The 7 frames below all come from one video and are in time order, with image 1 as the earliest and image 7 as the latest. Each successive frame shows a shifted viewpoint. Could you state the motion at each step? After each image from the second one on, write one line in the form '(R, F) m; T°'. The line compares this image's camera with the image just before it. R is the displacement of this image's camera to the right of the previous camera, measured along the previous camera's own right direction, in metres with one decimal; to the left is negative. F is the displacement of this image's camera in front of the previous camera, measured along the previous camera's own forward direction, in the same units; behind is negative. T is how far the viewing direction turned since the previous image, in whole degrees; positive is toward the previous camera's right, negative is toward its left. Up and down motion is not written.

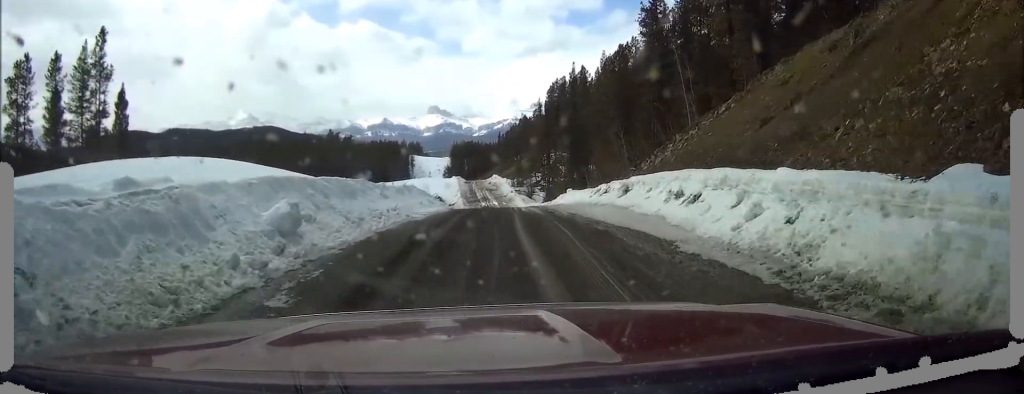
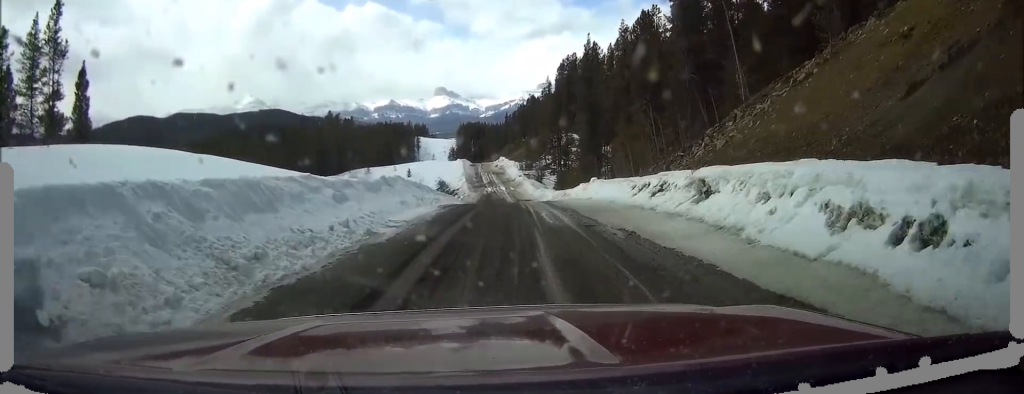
(0.0, +7.3) m; 0°
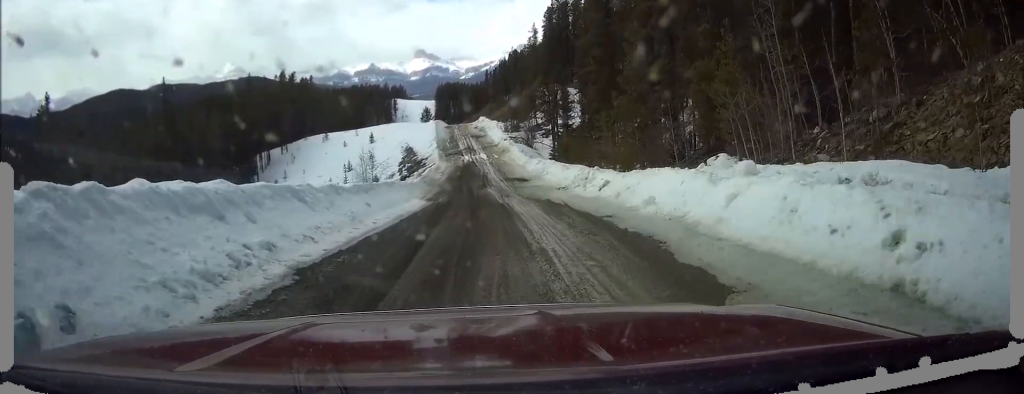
(+0.3, +21.9) m; +2°
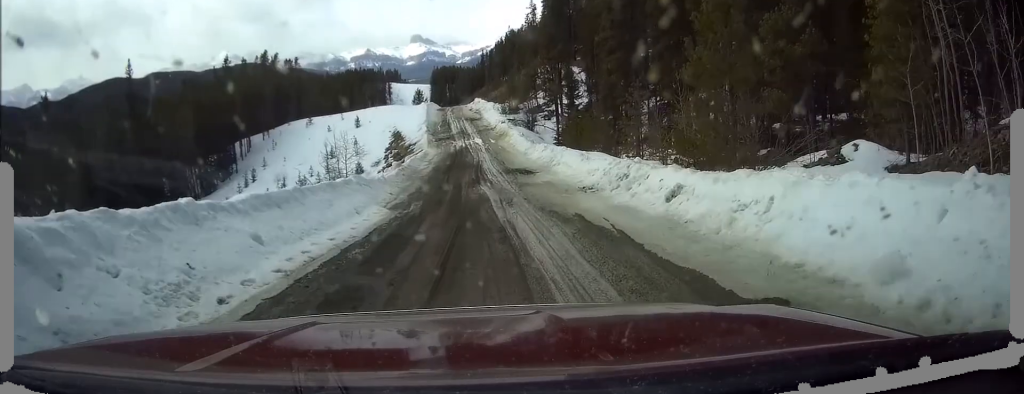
(+0.1, +8.9) m; 0°
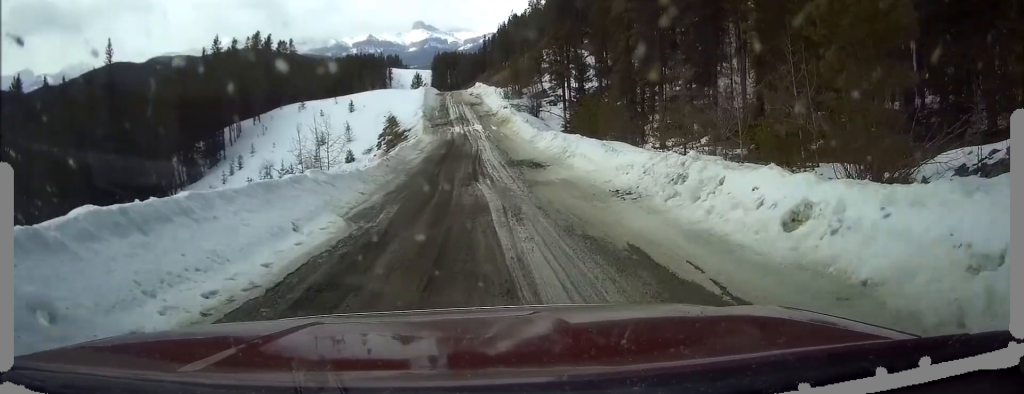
(+0.1, +5.5) m; 0°
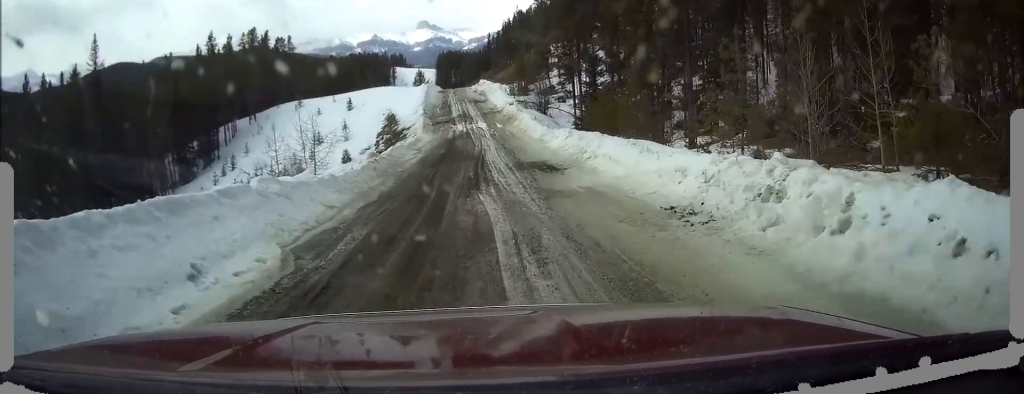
(-0.1, +4.4) m; -1°
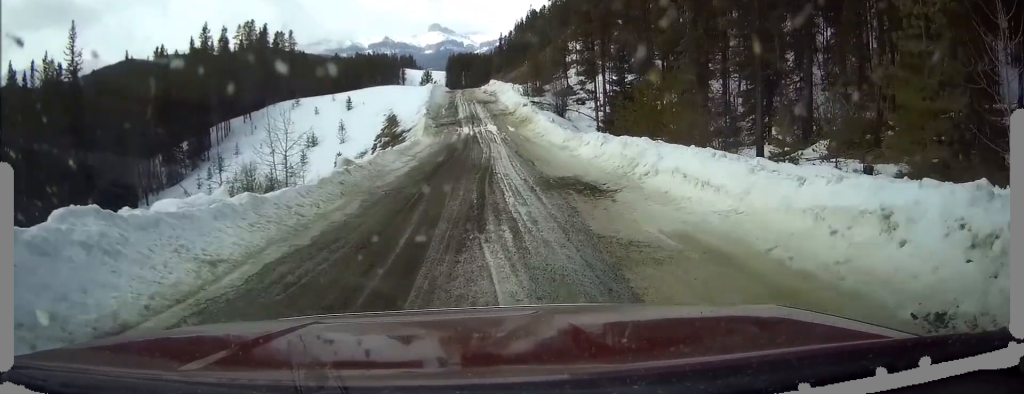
(-0.1, +7.3) m; -2°
